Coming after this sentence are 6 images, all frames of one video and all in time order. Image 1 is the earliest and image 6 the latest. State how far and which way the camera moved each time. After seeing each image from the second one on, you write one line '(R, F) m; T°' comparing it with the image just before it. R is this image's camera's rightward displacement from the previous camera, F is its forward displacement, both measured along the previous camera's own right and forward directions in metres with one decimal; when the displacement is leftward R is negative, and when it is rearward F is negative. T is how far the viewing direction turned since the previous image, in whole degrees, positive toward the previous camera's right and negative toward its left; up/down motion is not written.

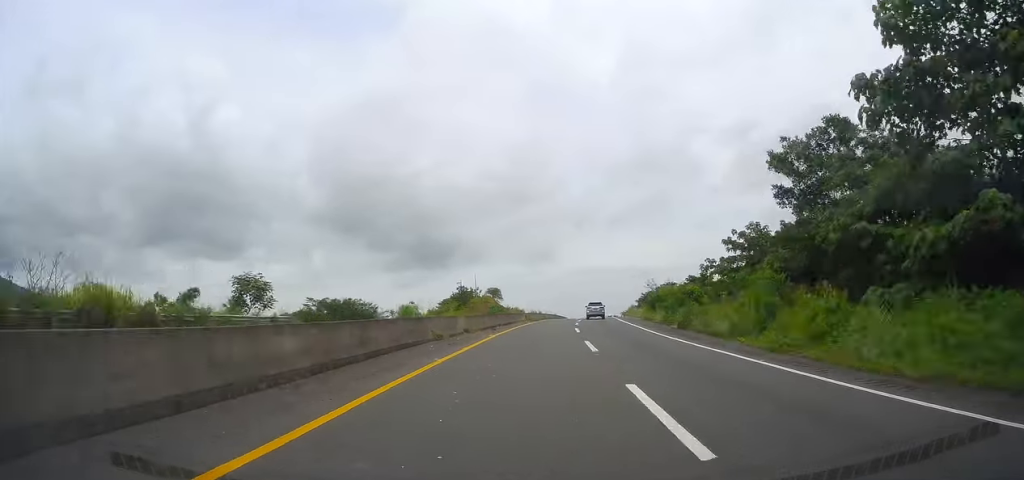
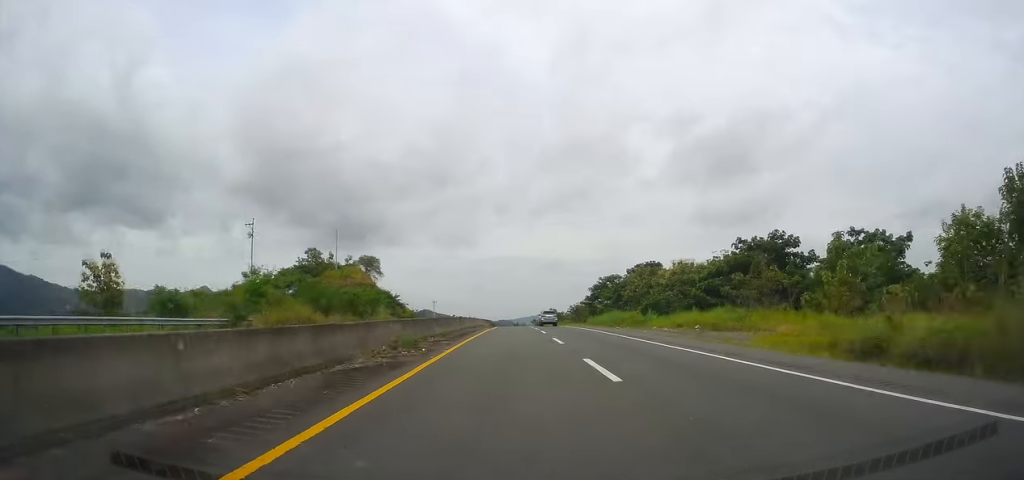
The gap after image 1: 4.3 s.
(+12.2, +91.2) m; +11°
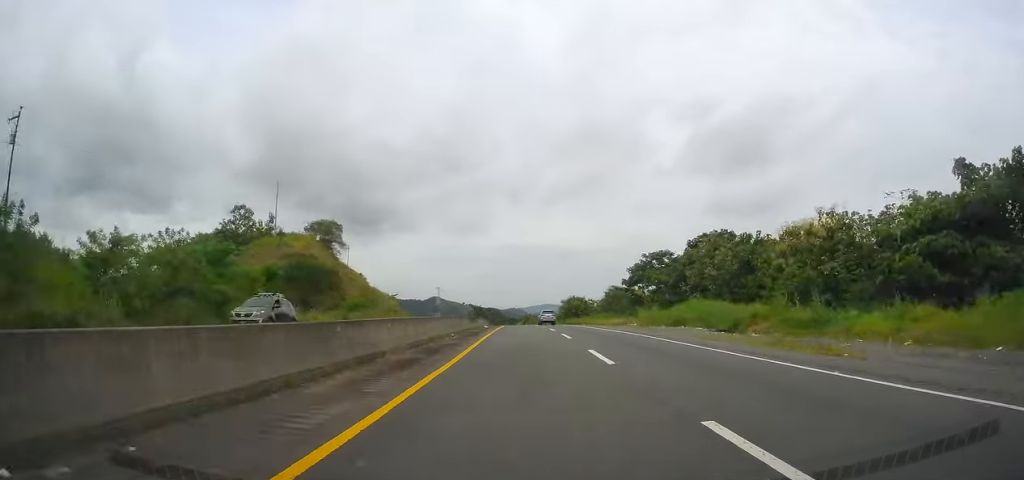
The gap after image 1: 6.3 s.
(+0.4, +45.1) m; 0°
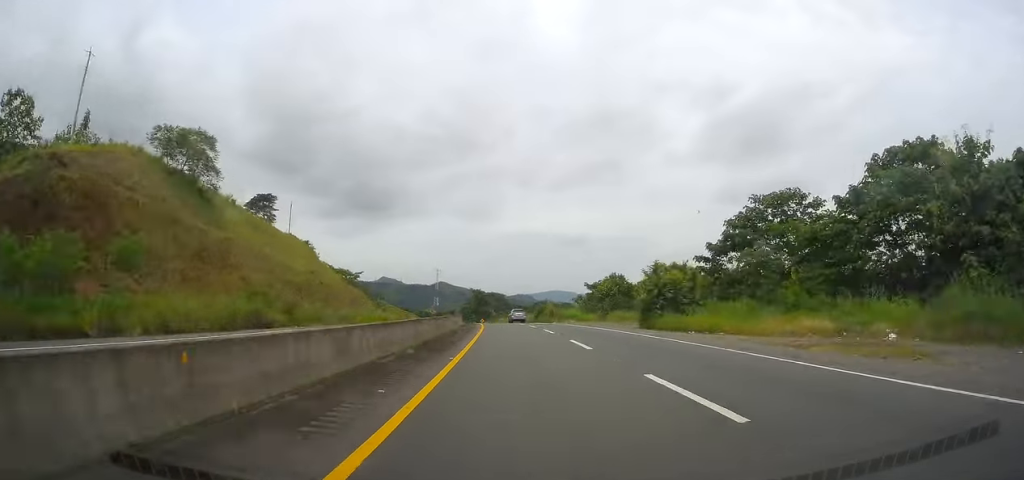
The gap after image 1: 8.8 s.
(-1.0, +55.3) m; -1°
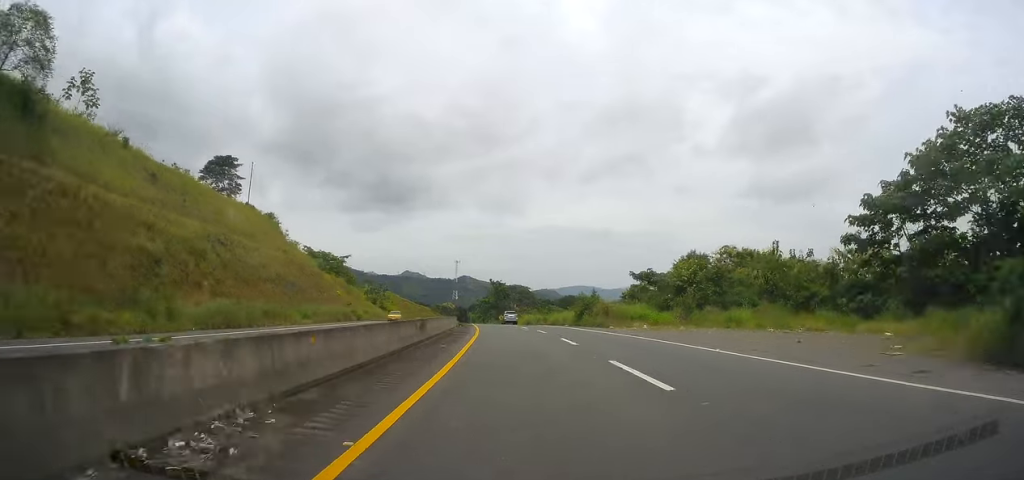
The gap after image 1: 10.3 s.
(+0.2, +32.8) m; -1°
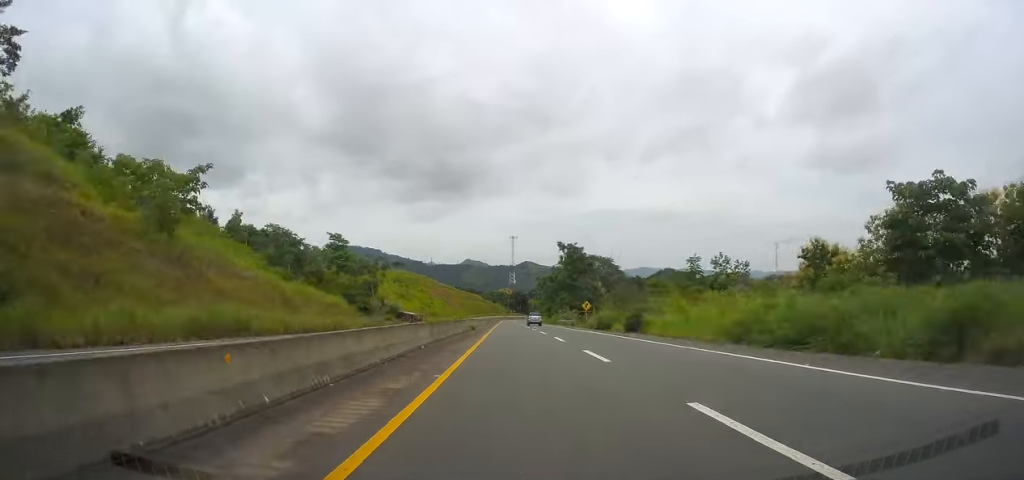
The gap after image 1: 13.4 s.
(-3.5, +76.5) m; -5°
